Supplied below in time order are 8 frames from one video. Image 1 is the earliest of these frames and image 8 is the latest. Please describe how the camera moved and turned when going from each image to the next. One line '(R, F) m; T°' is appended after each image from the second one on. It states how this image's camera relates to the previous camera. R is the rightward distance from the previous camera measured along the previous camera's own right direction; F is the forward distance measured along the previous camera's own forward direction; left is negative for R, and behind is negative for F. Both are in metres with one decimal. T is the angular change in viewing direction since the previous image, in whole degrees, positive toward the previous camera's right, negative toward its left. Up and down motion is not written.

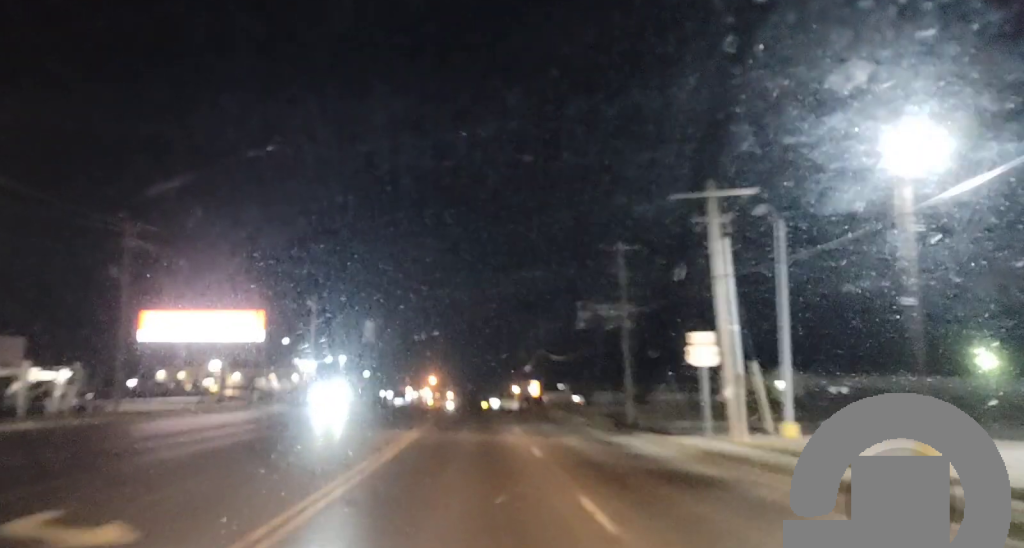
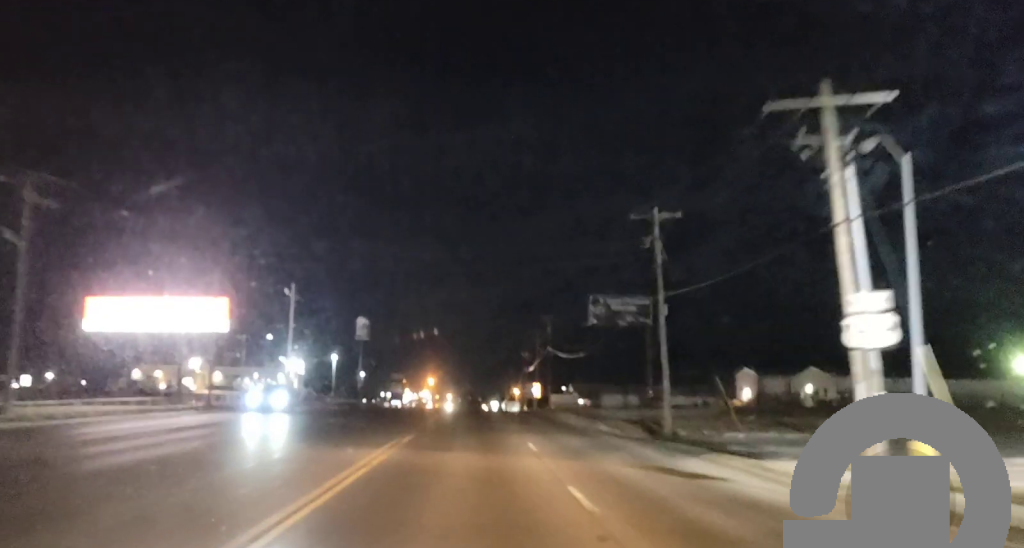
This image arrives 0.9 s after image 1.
(+0.1, +10.7) m; 0°
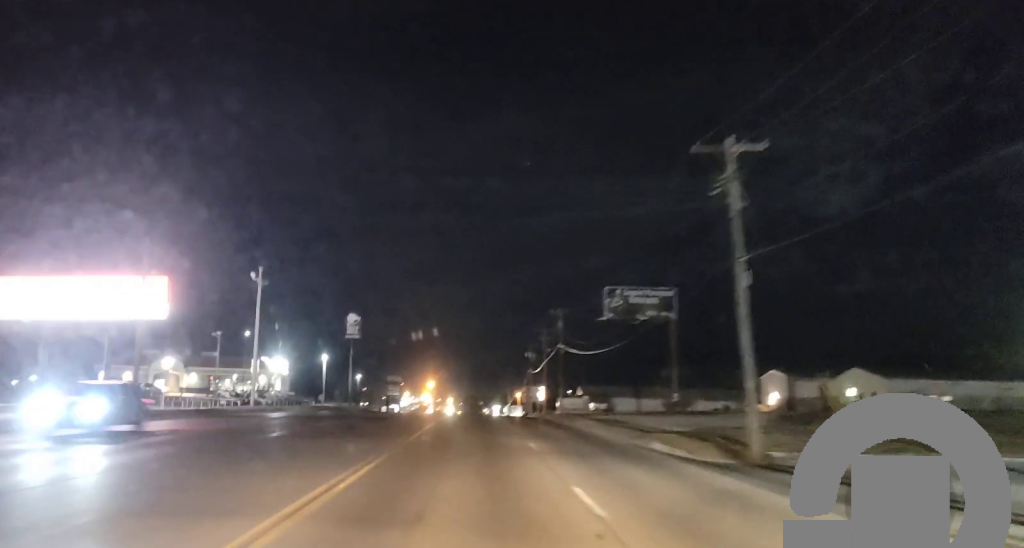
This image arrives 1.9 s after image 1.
(-0.2, +12.8) m; -1°
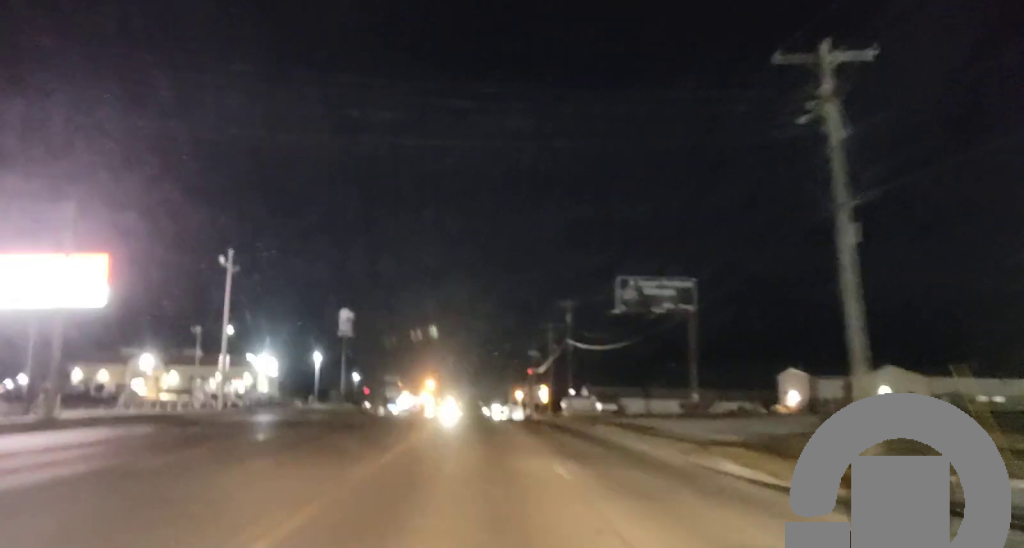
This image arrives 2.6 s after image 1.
(0.0, +8.8) m; +1°
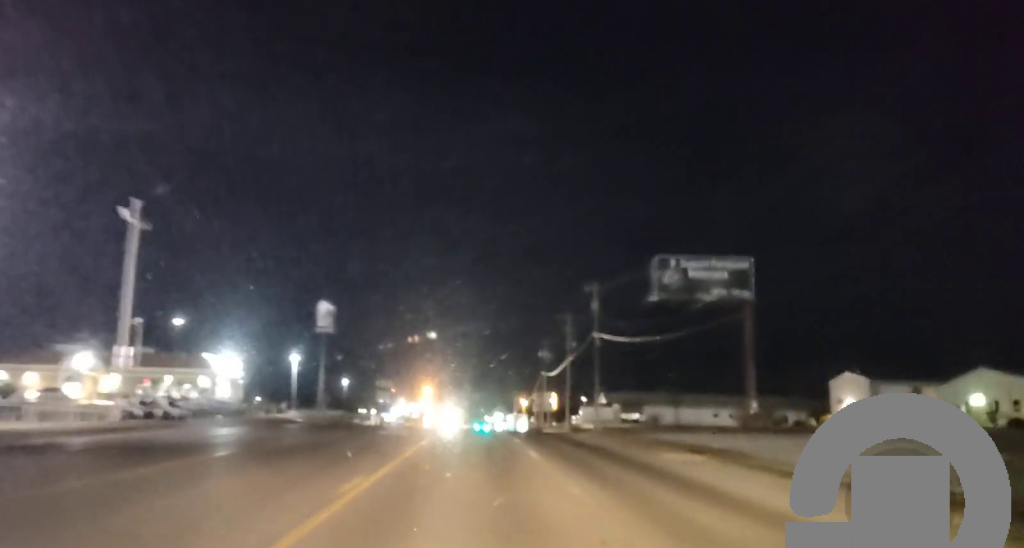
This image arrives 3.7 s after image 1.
(+0.2, +14.3) m; 0°
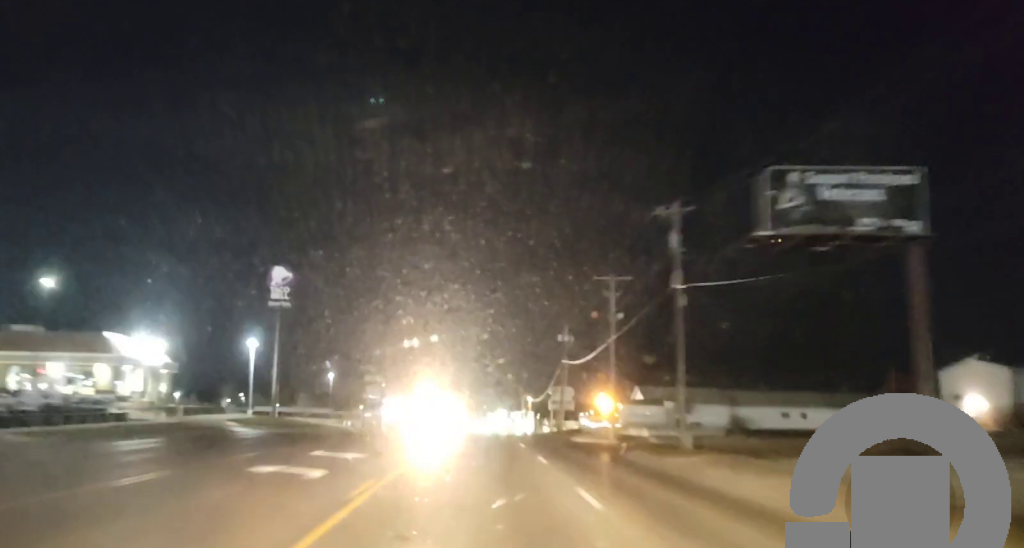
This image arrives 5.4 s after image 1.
(-0.1, +23.4) m; 0°
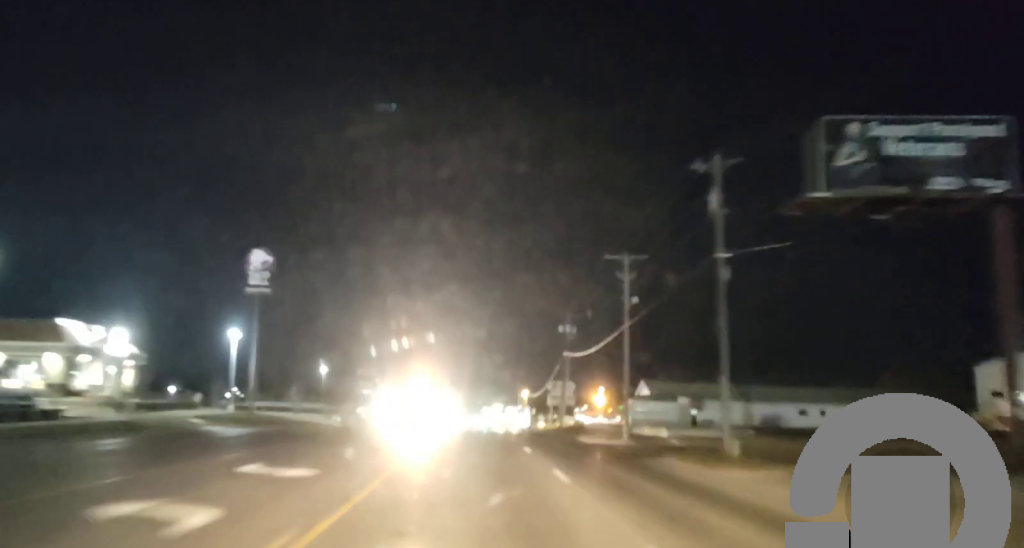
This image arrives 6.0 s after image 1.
(0.0, +7.4) m; 0°
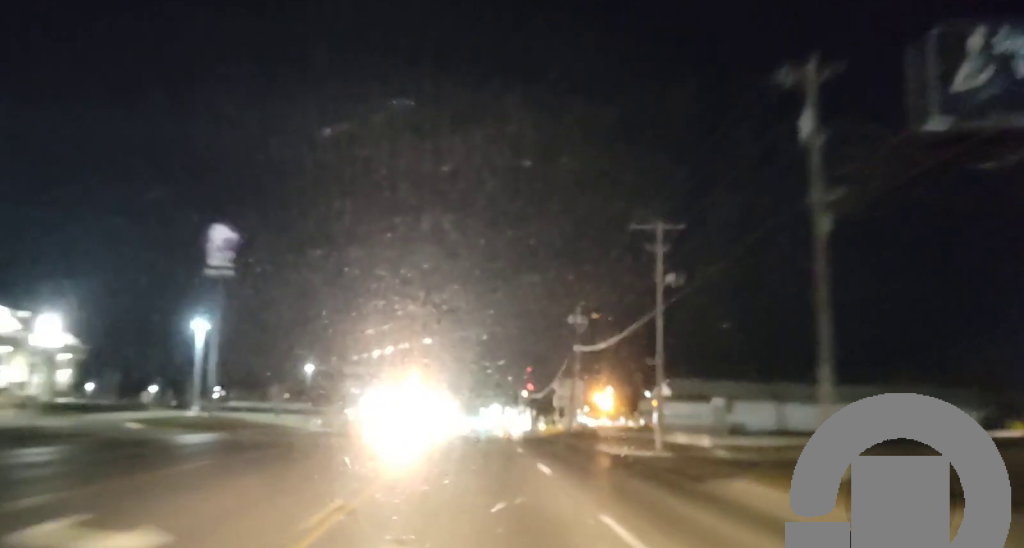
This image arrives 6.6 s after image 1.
(-0.2, +8.1) m; 0°
